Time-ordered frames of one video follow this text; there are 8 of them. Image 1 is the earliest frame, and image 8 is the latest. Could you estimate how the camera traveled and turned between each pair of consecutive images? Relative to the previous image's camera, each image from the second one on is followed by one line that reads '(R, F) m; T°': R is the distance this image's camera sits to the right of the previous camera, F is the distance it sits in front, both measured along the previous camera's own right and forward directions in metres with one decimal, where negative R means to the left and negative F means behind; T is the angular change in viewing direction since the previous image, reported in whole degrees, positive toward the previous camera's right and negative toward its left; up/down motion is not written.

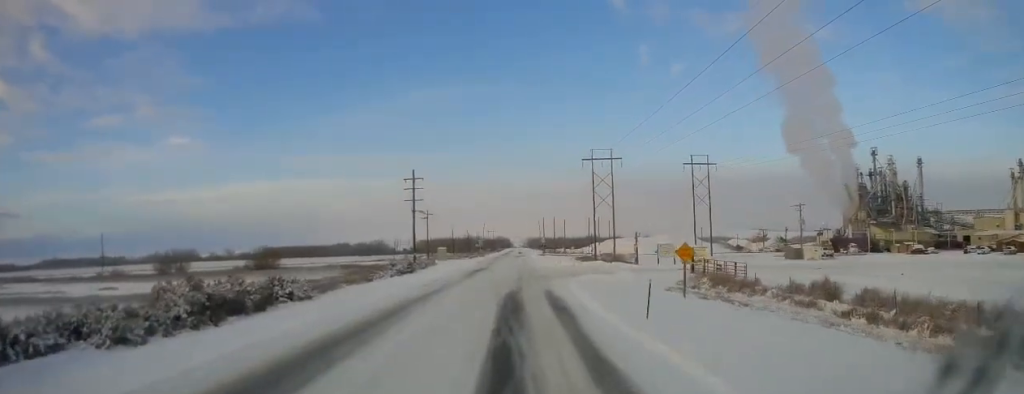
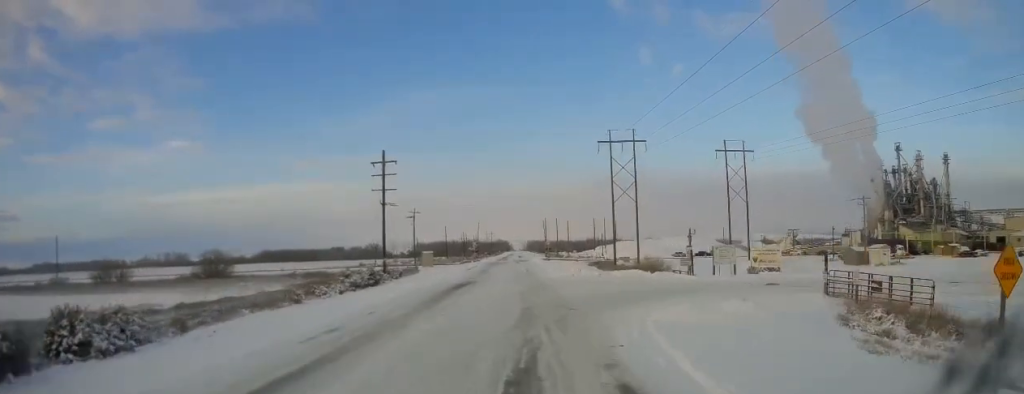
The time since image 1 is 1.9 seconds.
(-0.8, +23.4) m; -1°
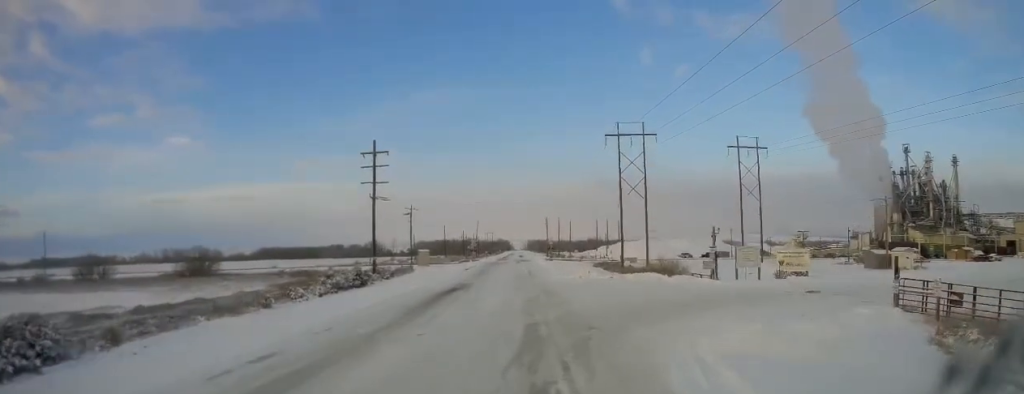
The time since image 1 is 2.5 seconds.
(+0.2, +6.6) m; +2°
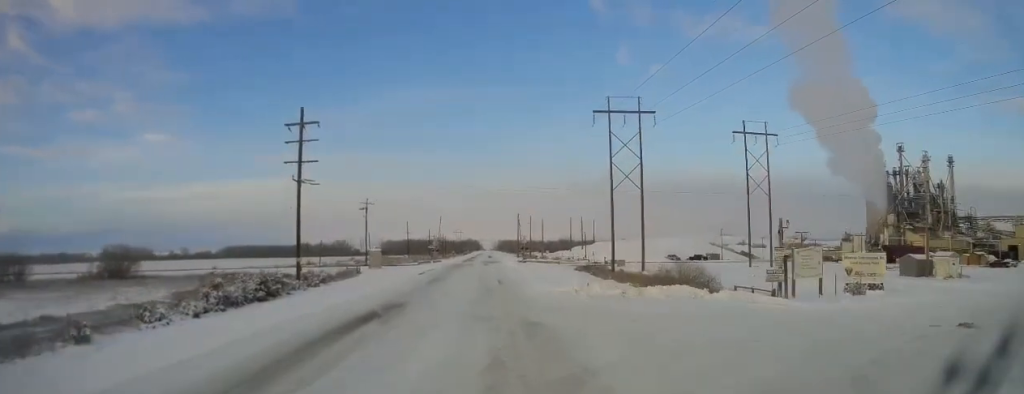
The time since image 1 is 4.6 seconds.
(+0.1, +19.0) m; 0°
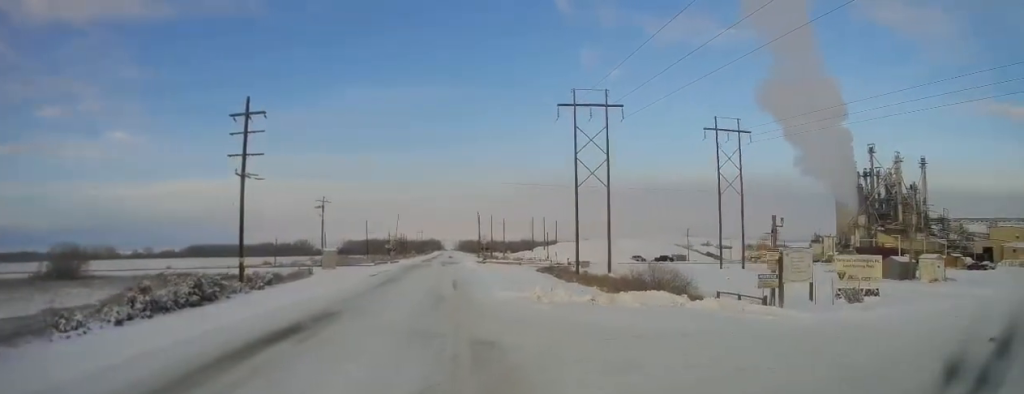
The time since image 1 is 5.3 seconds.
(0.0, +4.6) m; +1°
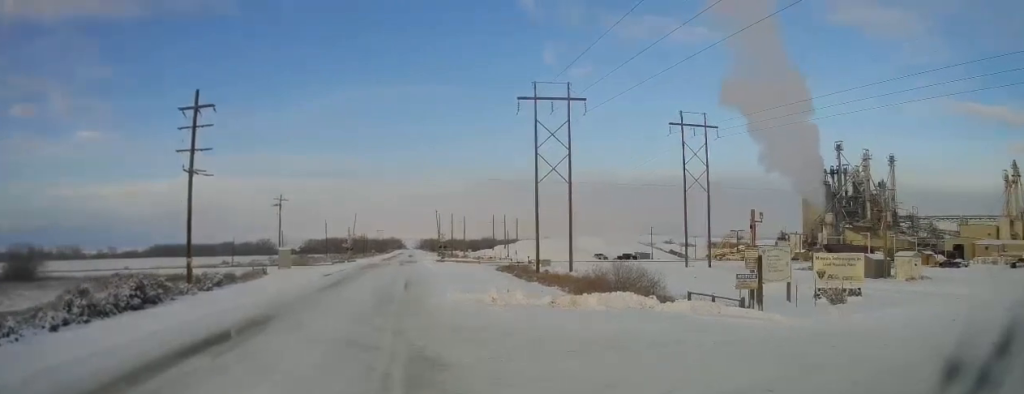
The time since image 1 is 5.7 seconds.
(0.0, +2.6) m; +5°
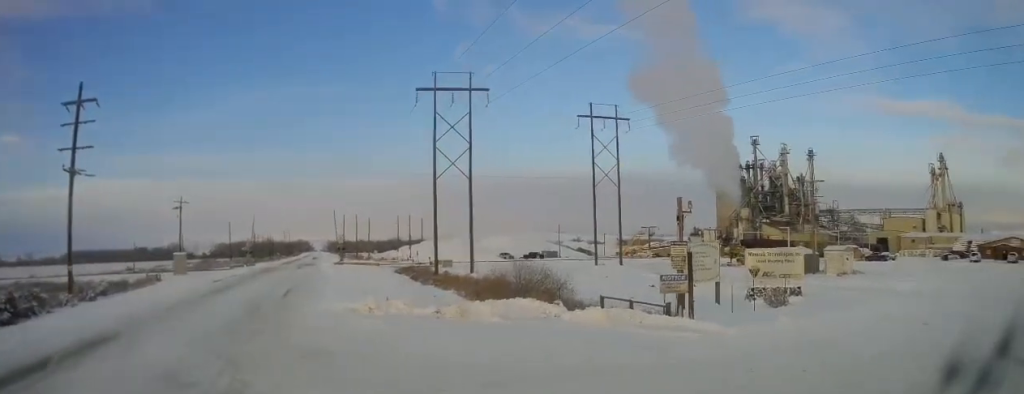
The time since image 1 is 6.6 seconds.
(-0.1, +4.3) m; +17°
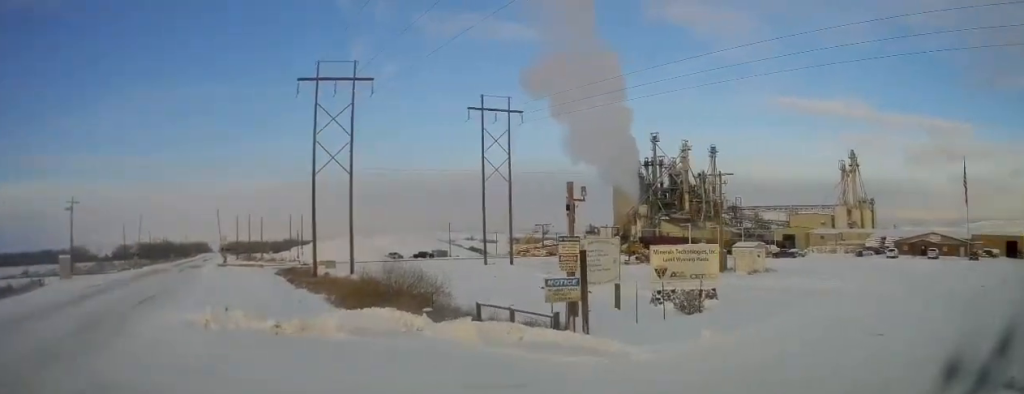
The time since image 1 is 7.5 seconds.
(+1.4, +3.9) m; +23°
